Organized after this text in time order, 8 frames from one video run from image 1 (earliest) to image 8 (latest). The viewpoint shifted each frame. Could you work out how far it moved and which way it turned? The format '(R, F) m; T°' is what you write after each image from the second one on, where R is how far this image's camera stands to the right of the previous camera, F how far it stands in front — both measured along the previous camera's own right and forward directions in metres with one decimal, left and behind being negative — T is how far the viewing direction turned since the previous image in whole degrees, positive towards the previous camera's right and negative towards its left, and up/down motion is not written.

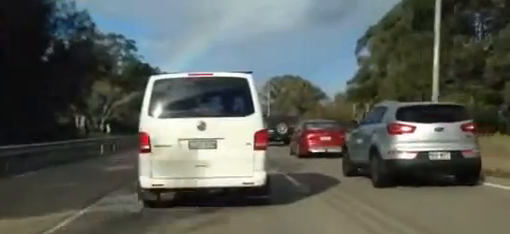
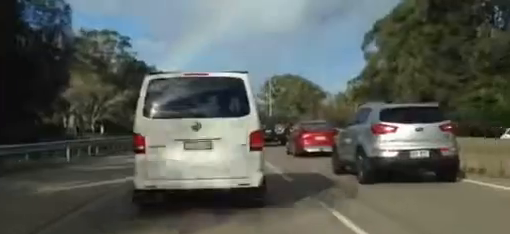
(0.0, +6.2) m; 0°
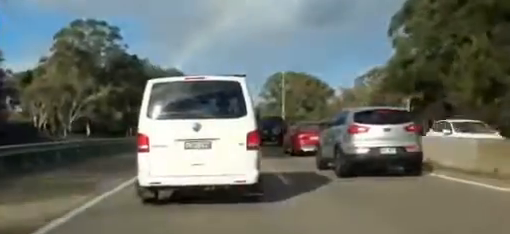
(0.0, +15.4) m; 0°
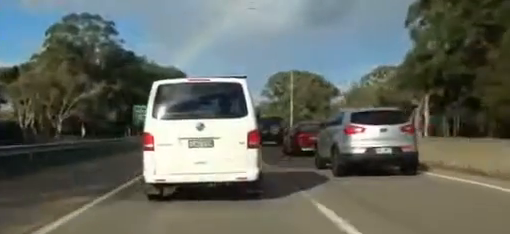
(0.0, +6.2) m; +1°
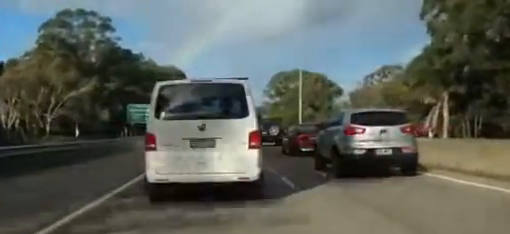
(0.0, +5.3) m; +1°
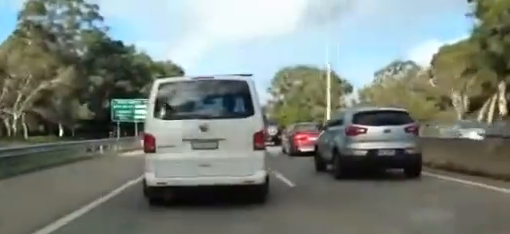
(+0.3, +12.1) m; +2°
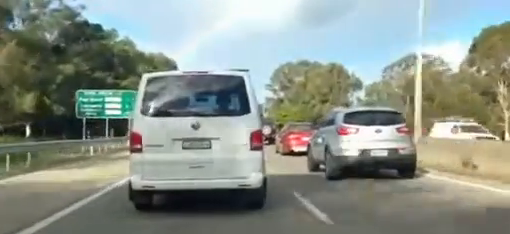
(+0.1, +16.9) m; 0°
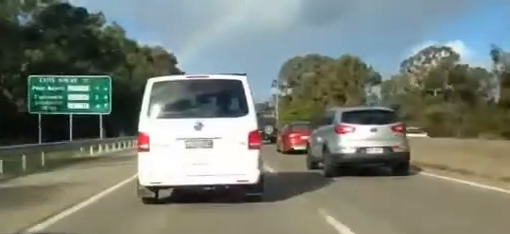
(0.0, +15.5) m; 0°
